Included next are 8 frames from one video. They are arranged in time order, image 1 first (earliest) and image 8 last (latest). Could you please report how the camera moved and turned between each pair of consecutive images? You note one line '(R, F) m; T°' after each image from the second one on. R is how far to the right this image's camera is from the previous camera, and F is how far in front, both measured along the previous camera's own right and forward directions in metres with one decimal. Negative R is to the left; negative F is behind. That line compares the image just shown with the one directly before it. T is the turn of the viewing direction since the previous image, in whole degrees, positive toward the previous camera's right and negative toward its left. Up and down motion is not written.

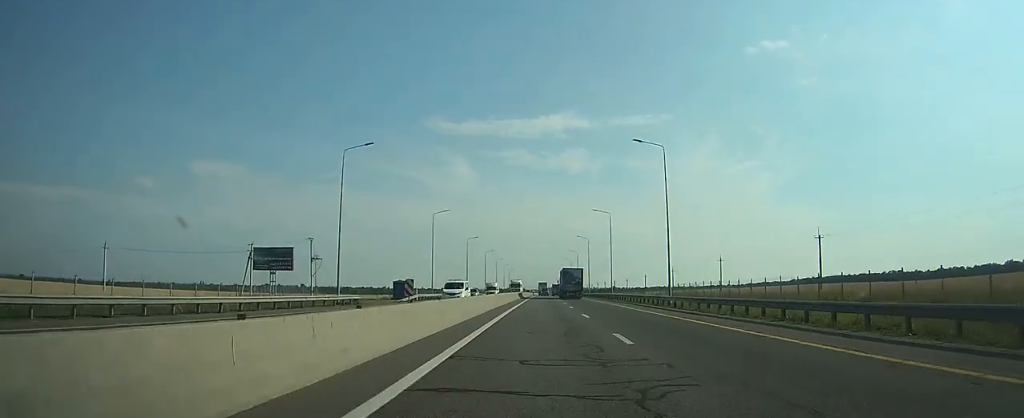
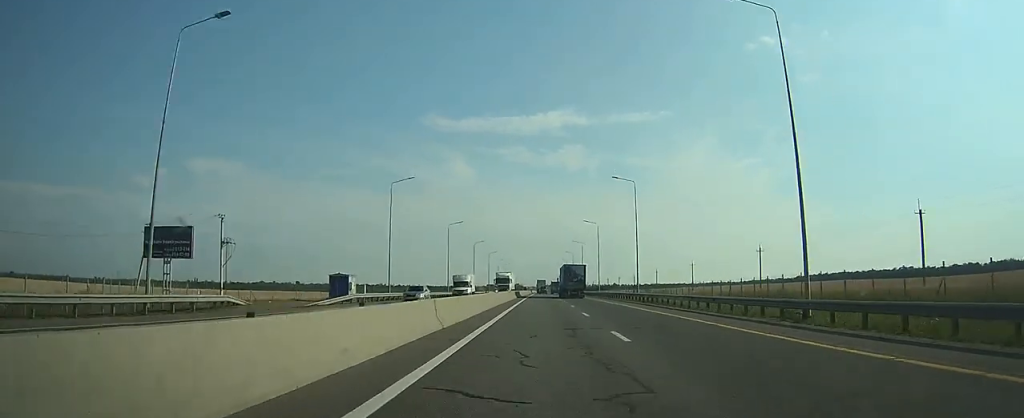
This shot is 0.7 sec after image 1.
(0.0, +23.9) m; 0°
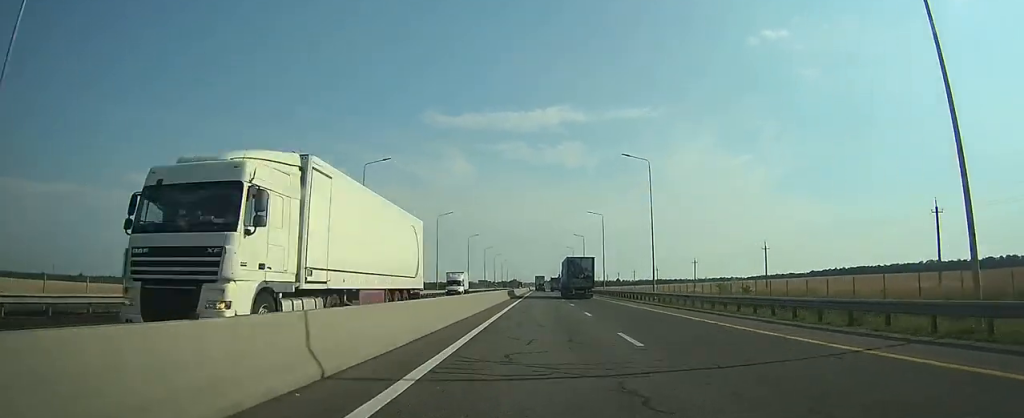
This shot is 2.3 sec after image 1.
(0.0, +49.5) m; 0°
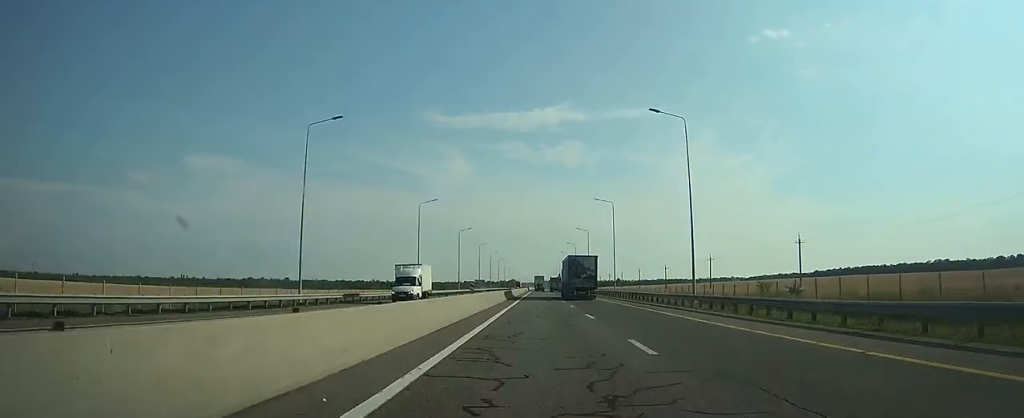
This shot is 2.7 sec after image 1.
(0.0, +13.9) m; 0°
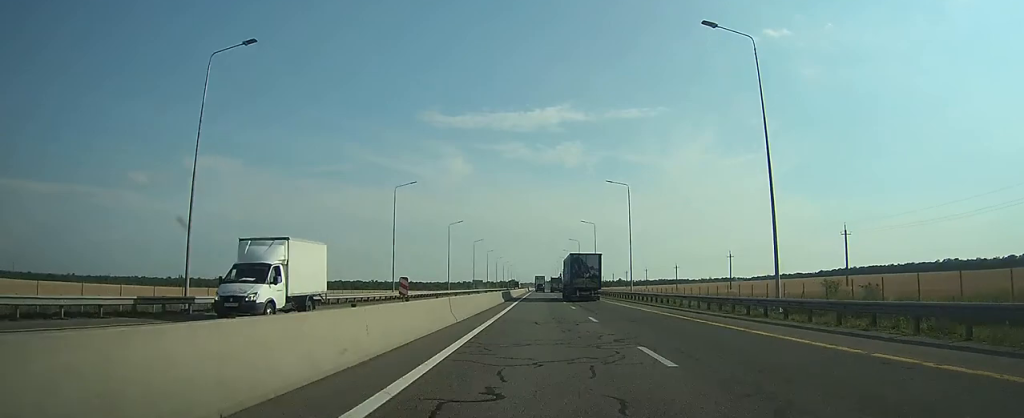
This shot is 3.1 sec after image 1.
(0.0, +13.7) m; 0°
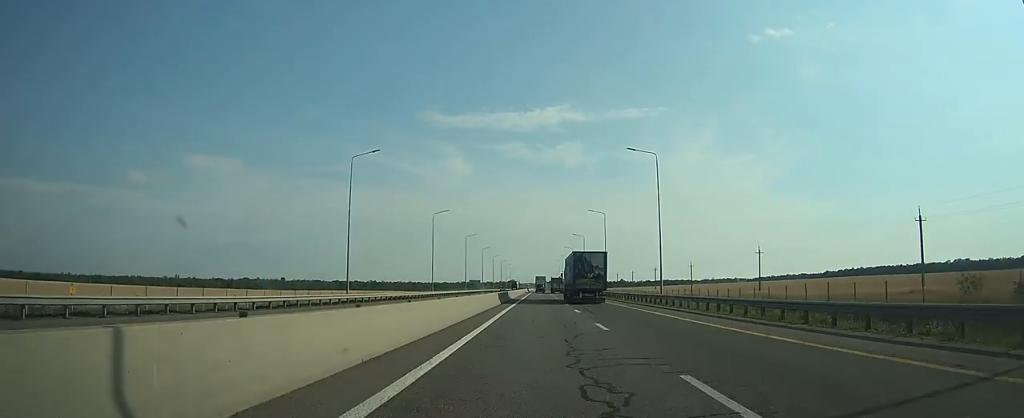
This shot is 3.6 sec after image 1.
(0.0, +15.9) m; 0°
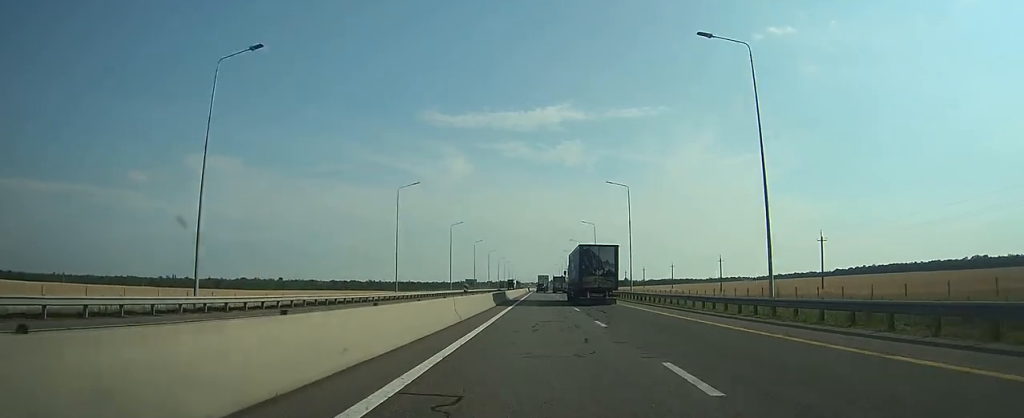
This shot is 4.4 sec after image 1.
(0.0, +23.1) m; 0°
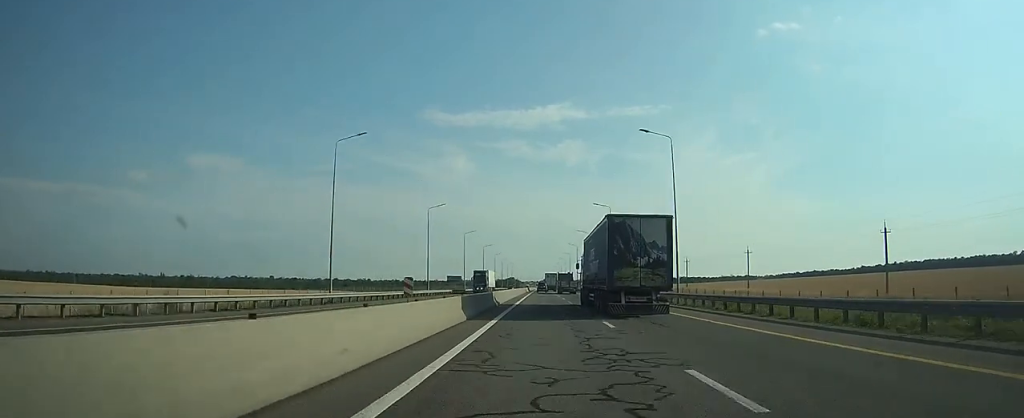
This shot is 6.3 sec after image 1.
(0.0, +61.5) m; 0°
